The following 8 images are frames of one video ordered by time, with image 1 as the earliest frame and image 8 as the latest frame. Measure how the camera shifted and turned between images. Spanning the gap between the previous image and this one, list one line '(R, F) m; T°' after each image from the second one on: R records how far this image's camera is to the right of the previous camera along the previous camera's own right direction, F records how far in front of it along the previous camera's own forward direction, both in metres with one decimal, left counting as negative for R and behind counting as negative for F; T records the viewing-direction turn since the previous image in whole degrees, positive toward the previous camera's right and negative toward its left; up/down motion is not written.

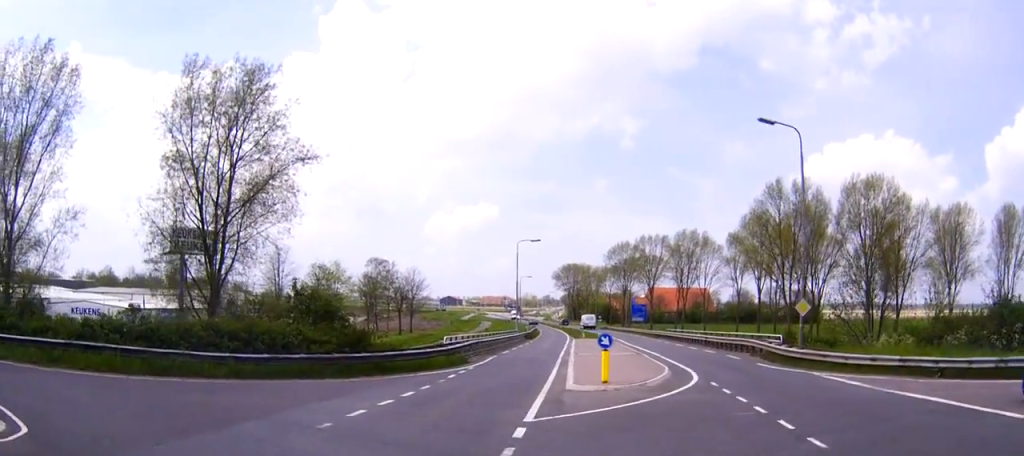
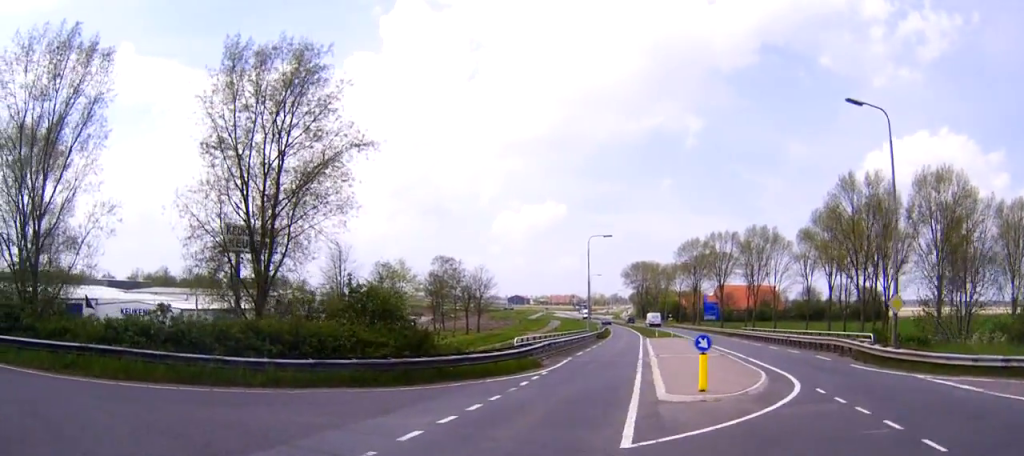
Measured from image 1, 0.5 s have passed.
(-0.2, +2.9) m; -6°
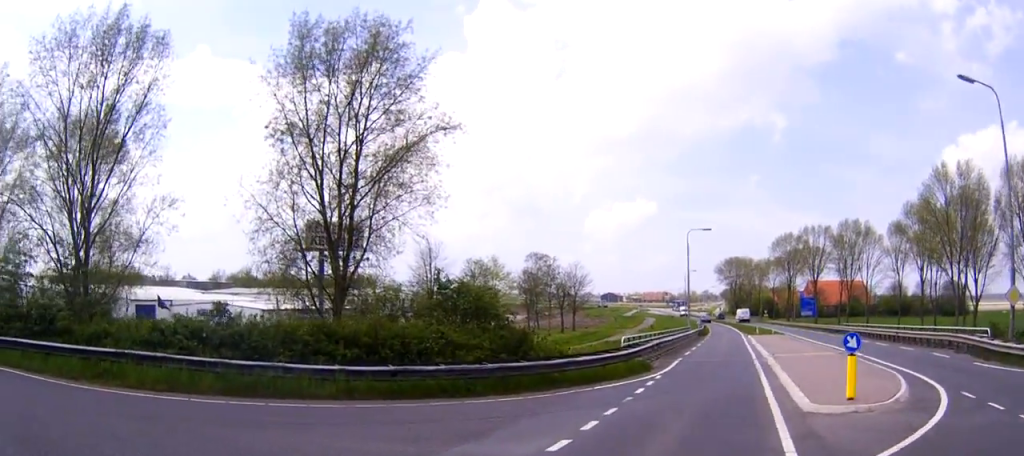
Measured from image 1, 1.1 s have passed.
(-0.1, +3.0) m; -7°
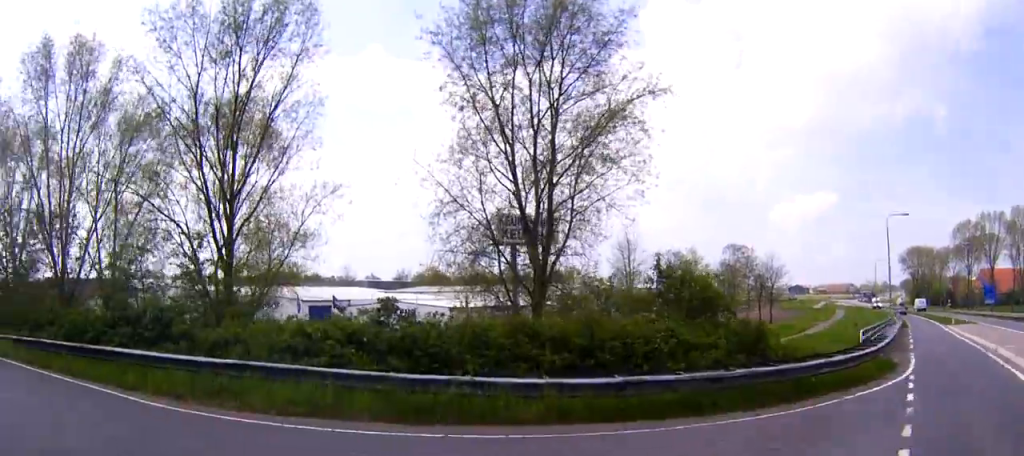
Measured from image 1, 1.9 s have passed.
(-0.4, +4.1) m; -14°
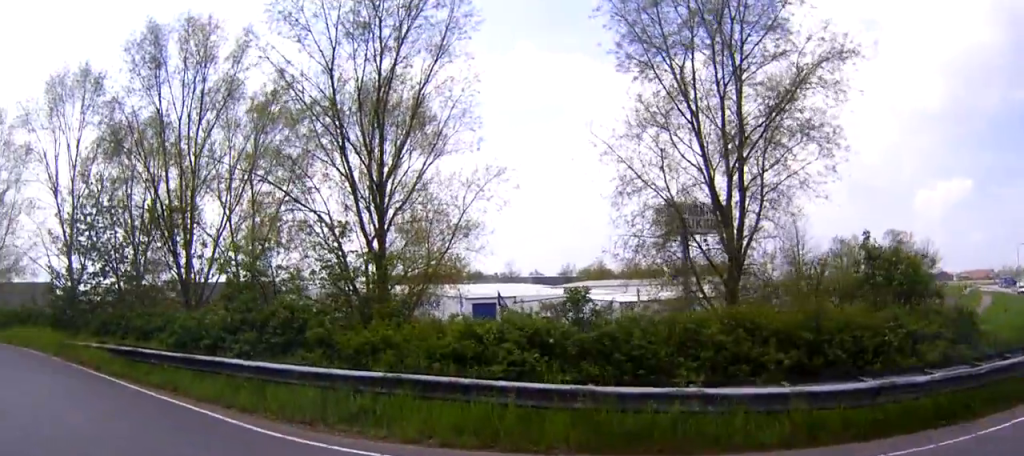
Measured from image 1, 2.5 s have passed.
(-0.3, +2.8) m; -12°
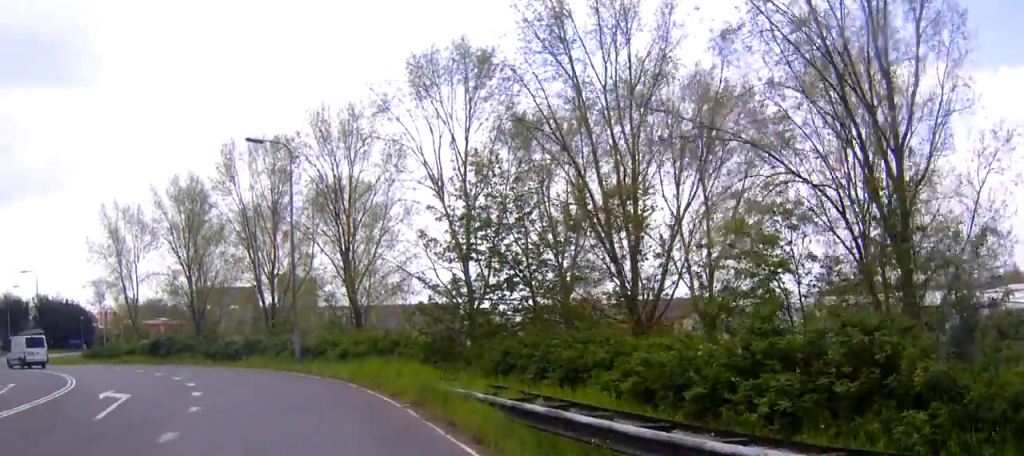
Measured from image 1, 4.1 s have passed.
(-2.3, +7.0) m; -35°
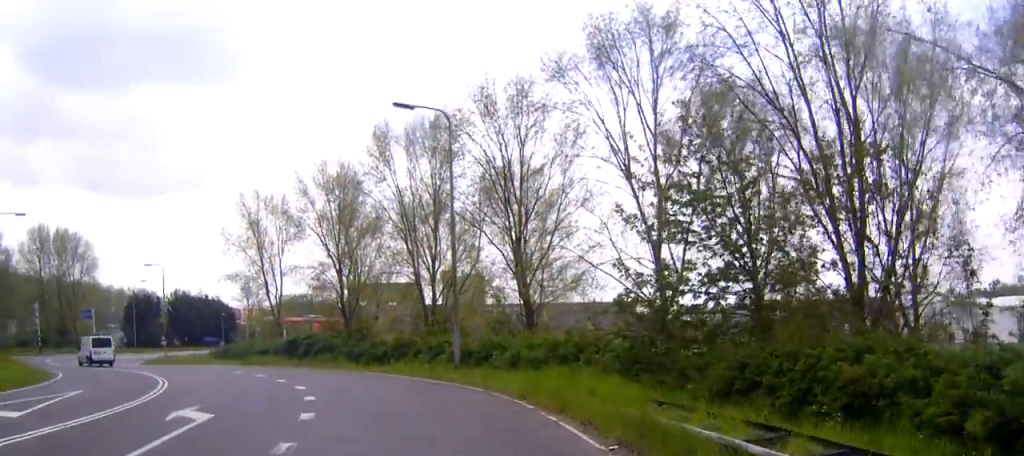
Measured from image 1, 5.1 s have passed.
(-0.7, +4.5) m; -10°
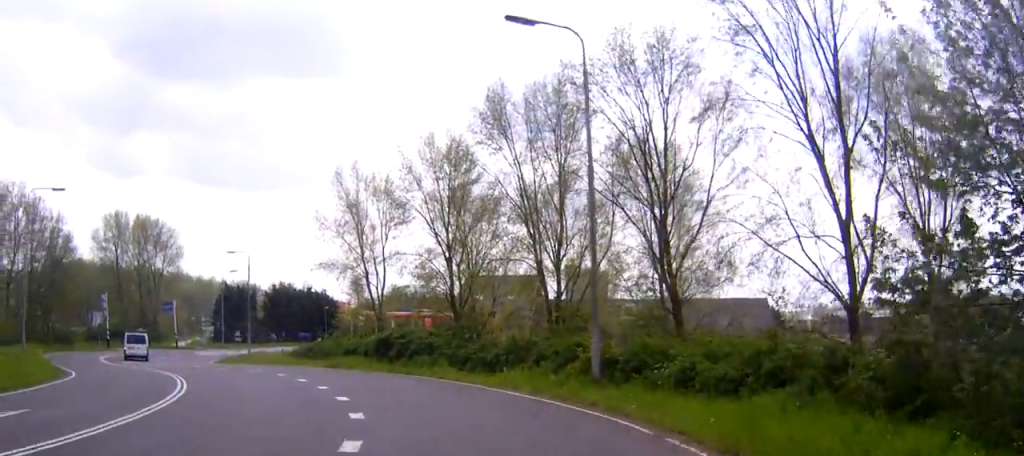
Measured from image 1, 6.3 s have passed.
(-0.4, +7.0) m; -7°
